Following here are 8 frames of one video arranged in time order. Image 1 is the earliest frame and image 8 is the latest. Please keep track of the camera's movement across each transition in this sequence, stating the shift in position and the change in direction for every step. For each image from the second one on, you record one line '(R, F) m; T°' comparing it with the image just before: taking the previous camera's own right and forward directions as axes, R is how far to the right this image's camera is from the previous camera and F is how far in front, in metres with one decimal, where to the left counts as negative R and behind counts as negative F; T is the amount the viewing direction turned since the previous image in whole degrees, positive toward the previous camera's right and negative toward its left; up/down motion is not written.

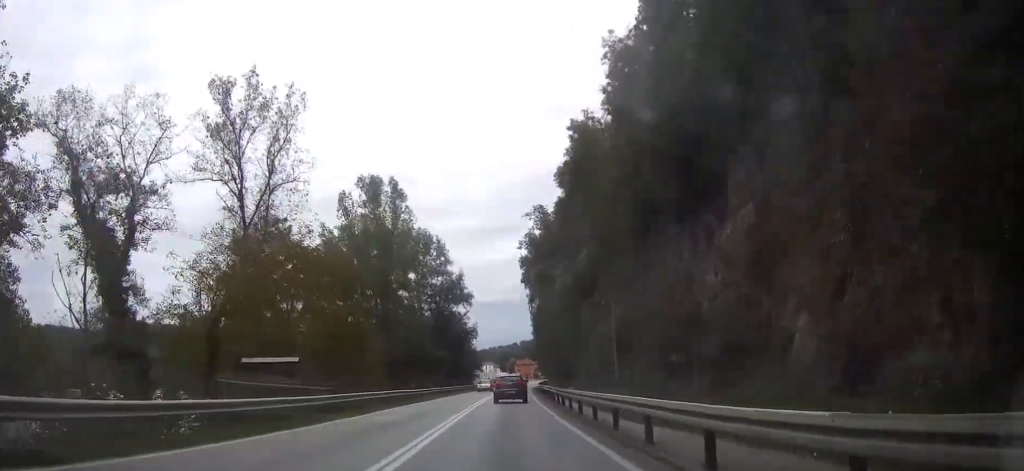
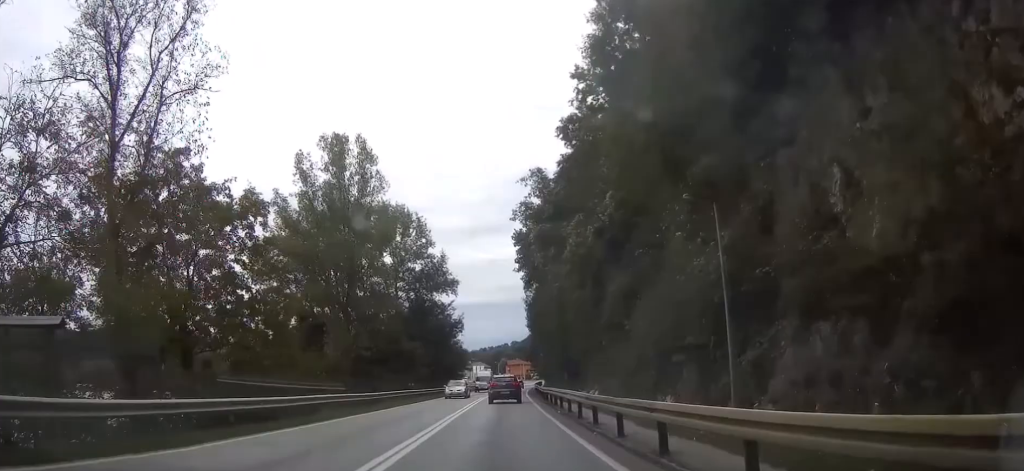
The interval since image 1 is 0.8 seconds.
(+0.1, +13.8) m; +1°
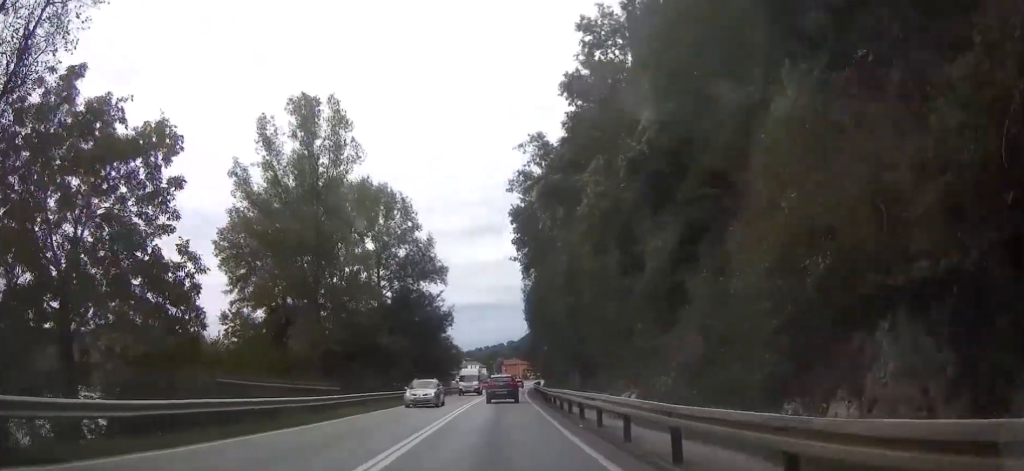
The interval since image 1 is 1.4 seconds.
(0.0, +9.4) m; 0°
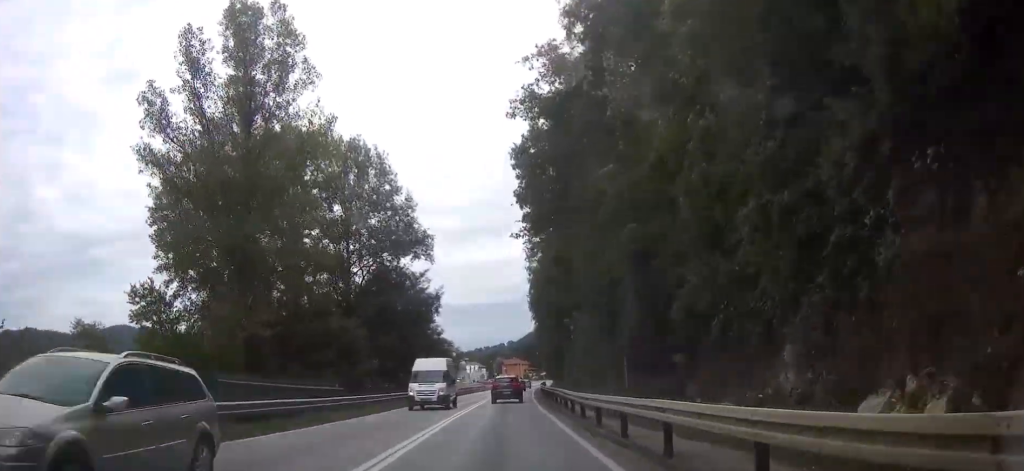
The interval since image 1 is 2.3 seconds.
(0.0, +15.3) m; 0°
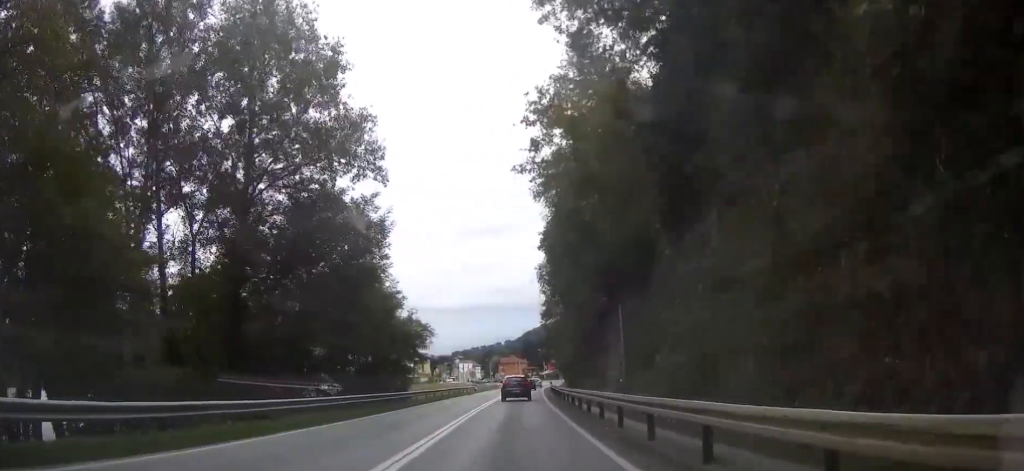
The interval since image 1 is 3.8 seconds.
(+0.2, +24.5) m; +1°
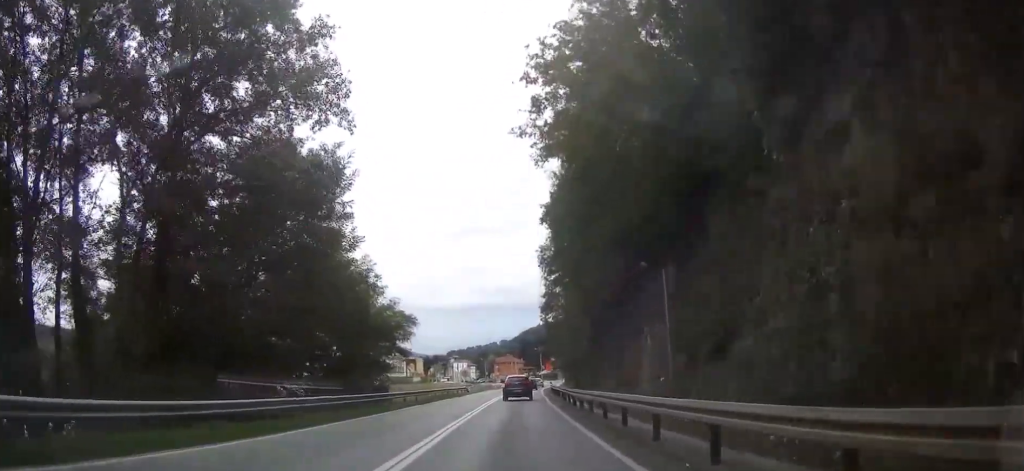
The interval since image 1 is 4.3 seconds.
(0.0, +8.2) m; 0°
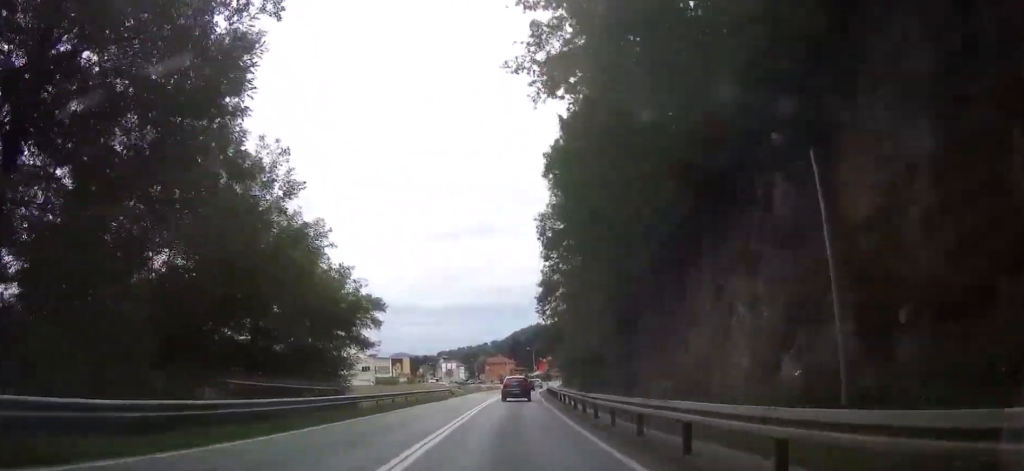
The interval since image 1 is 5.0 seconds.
(+0.1, +10.5) m; 0°
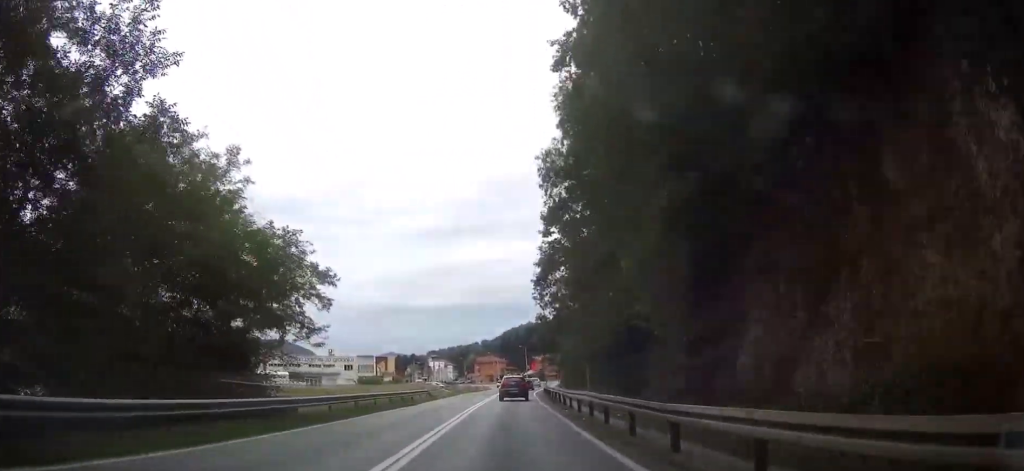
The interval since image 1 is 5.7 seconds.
(+0.1, +11.6) m; 0°
